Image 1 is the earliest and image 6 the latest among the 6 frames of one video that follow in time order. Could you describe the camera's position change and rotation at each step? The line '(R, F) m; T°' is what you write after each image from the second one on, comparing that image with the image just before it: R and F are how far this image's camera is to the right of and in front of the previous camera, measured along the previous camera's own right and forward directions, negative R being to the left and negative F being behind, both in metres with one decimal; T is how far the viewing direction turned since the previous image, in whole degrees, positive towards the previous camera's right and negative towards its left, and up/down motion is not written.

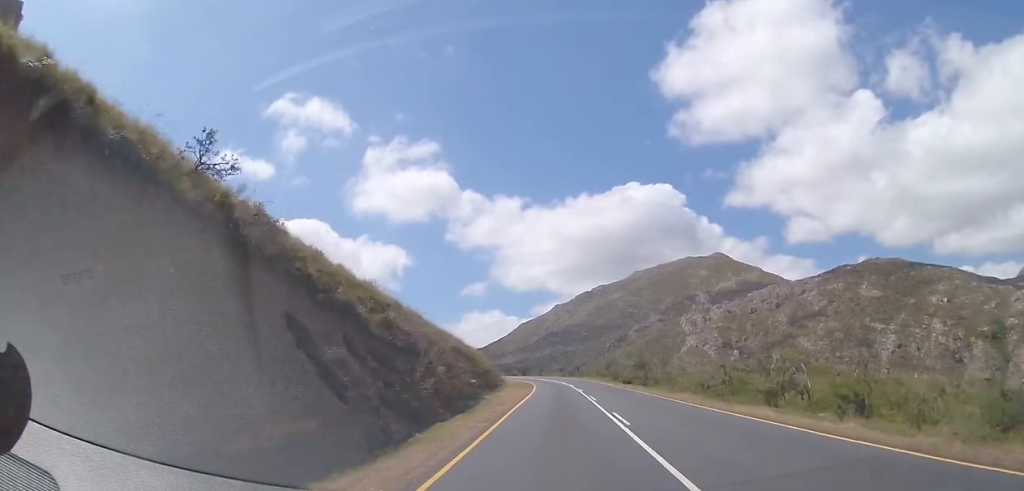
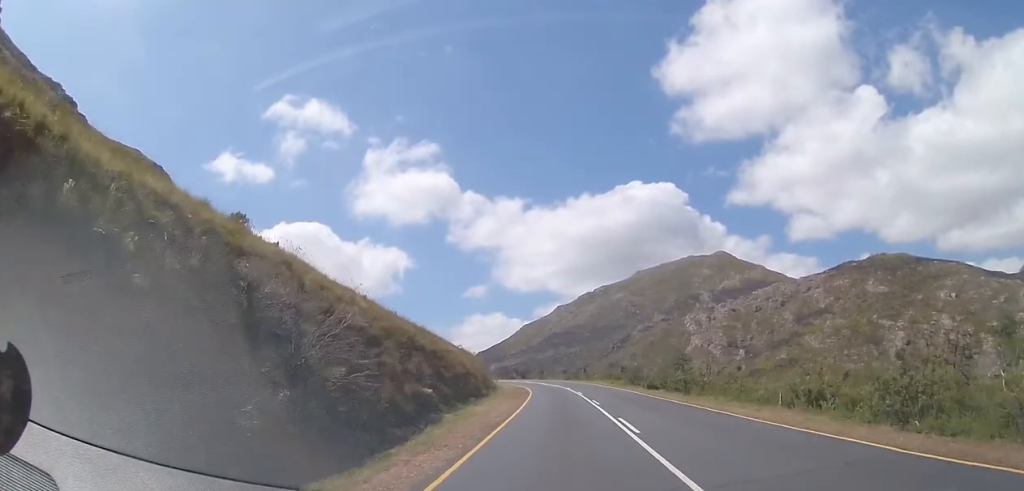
(-0.1, +13.5) m; 0°
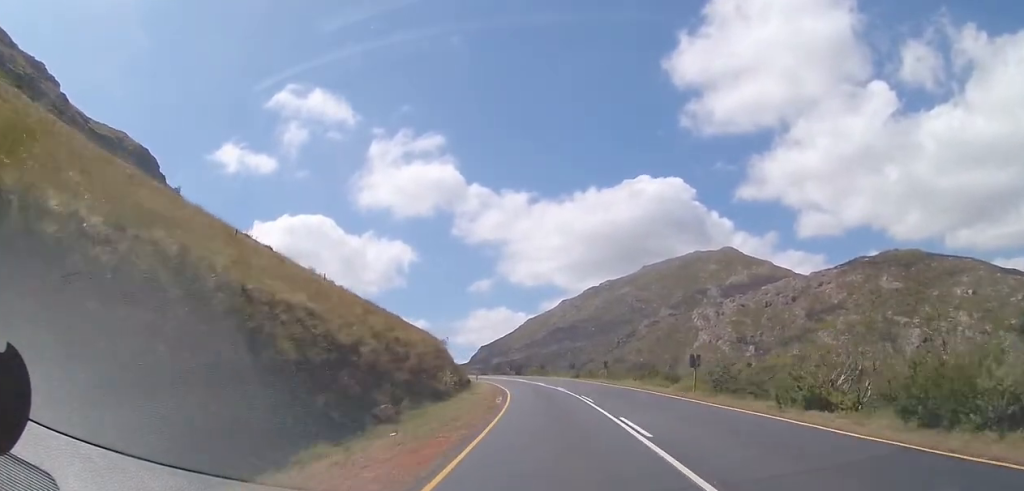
(-0.1, +26.2) m; 0°
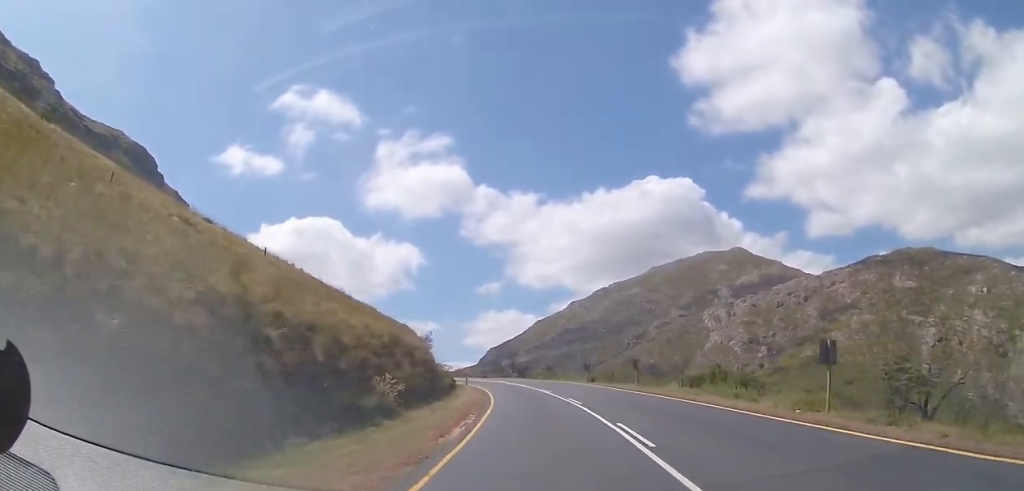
(+0.1, +13.3) m; -1°
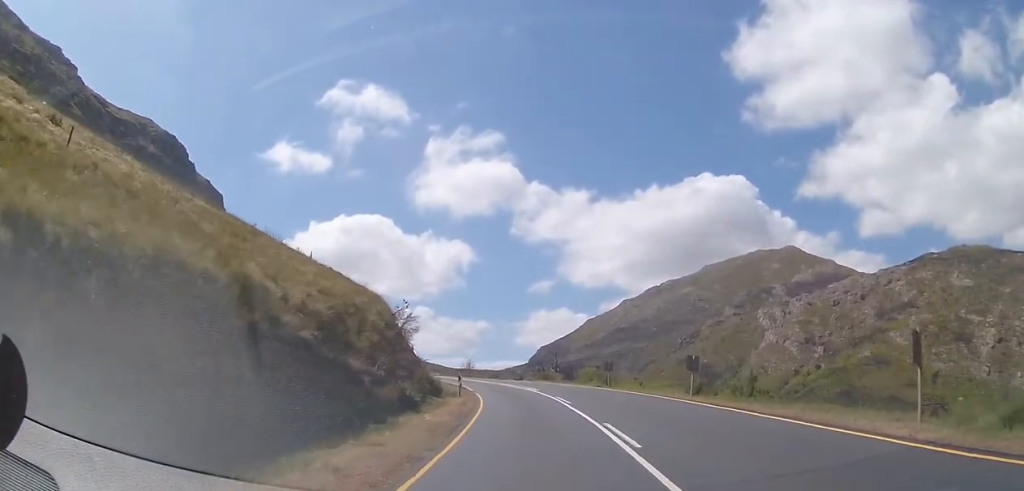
(-0.9, +23.8) m; -6°
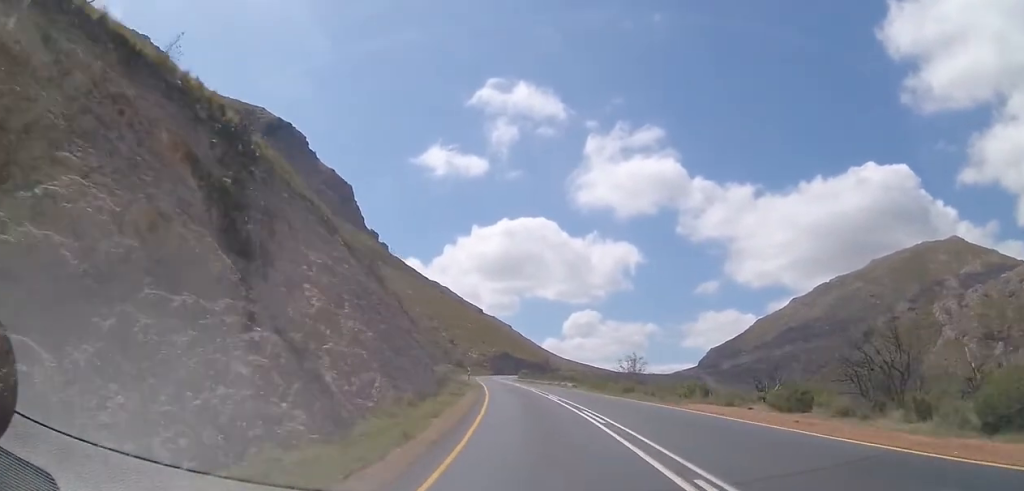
(-9.0, +53.6) m; -18°
